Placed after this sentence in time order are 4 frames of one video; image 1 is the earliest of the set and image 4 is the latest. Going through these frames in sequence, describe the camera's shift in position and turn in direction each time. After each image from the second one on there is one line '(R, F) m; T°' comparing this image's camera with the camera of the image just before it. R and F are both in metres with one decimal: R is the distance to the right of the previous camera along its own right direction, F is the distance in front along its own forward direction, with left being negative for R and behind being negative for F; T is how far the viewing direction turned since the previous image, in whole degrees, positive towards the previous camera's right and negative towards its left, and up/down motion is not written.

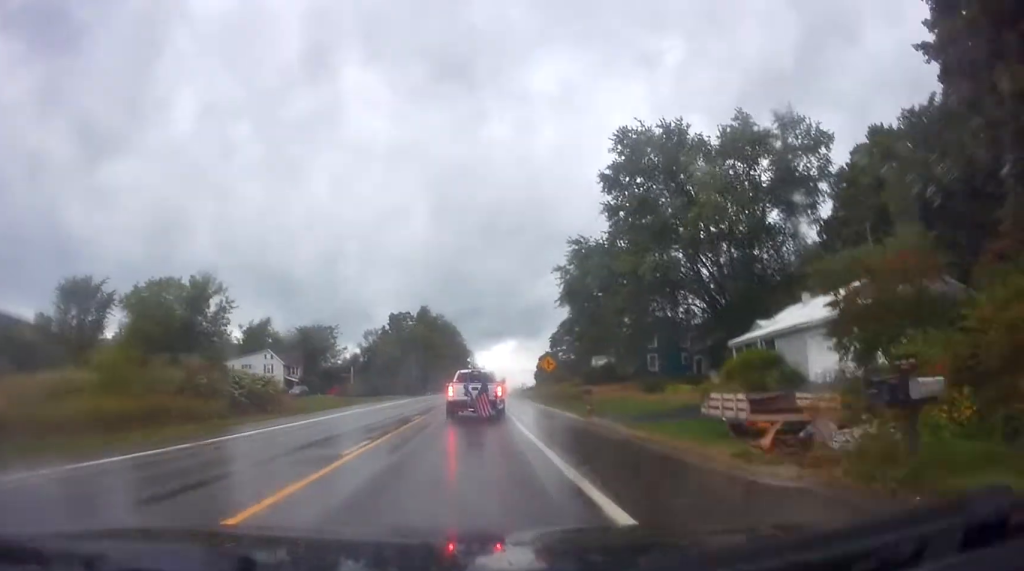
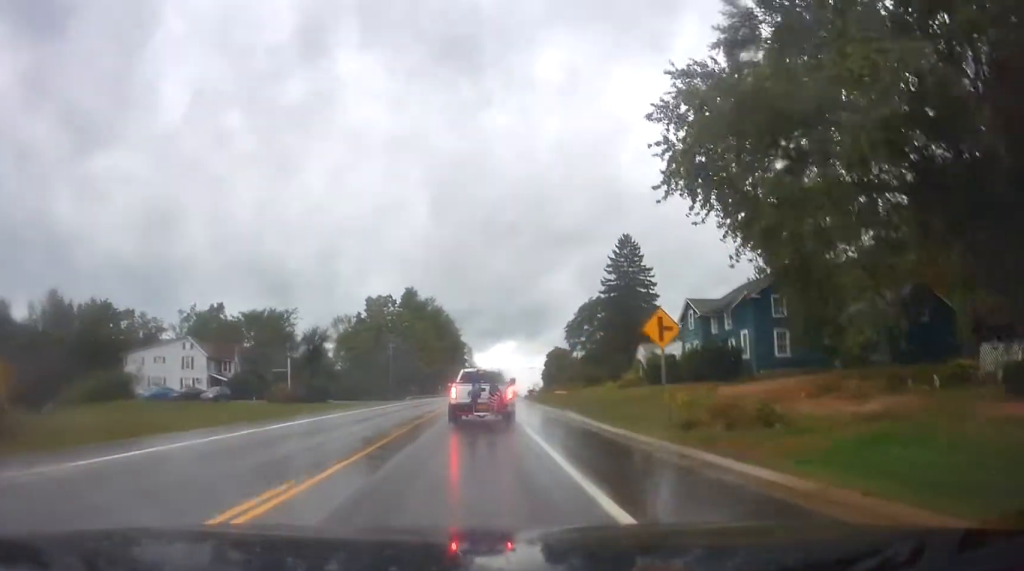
(+0.5, +34.4) m; +2°
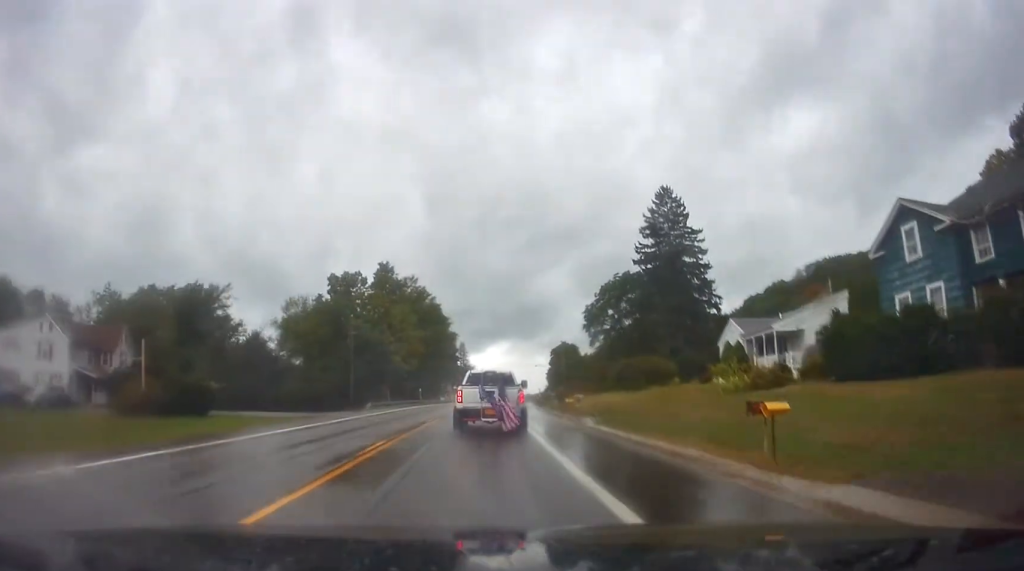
(+0.7, +31.2) m; +4°
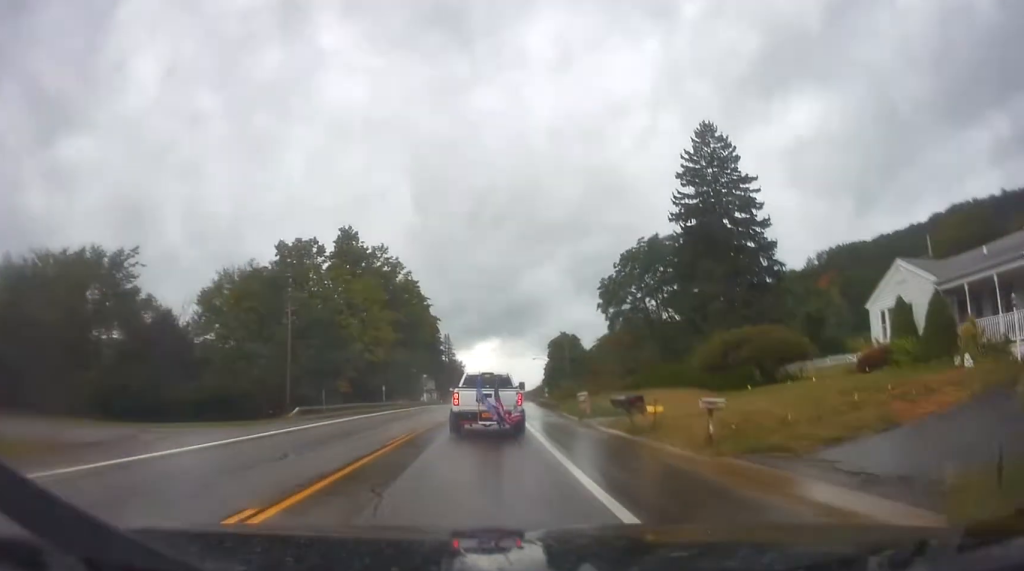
(+0.6, +23.0) m; +1°
